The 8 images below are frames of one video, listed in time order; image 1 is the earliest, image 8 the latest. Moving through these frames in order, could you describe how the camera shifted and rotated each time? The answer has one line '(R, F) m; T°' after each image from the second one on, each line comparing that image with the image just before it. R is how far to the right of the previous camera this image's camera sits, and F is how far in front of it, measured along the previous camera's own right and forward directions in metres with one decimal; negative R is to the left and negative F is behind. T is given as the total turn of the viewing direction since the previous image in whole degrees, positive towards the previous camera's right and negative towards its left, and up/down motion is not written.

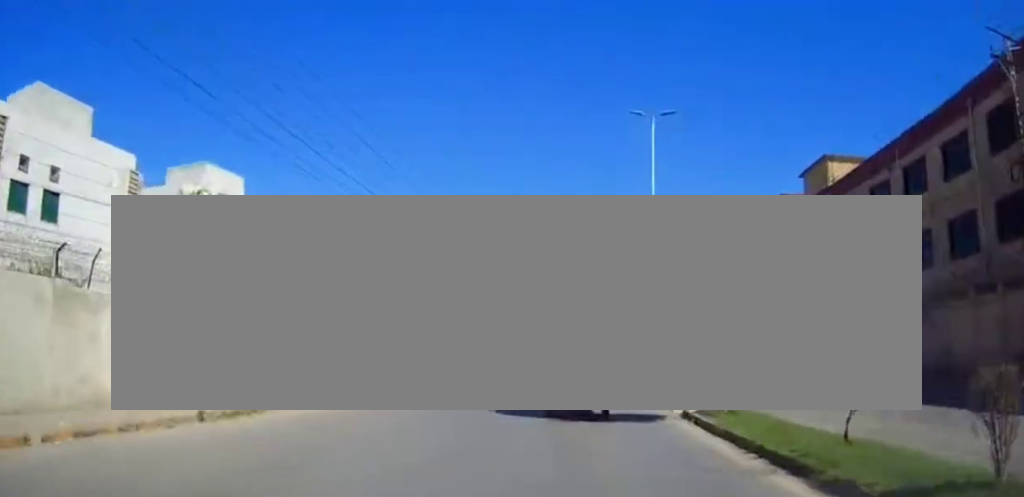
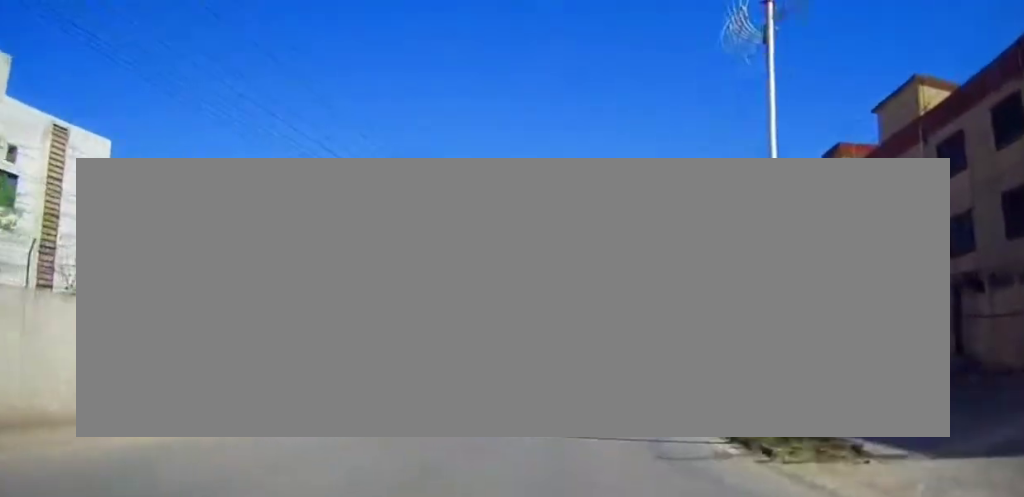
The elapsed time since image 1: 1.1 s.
(-0.1, +15.0) m; 0°
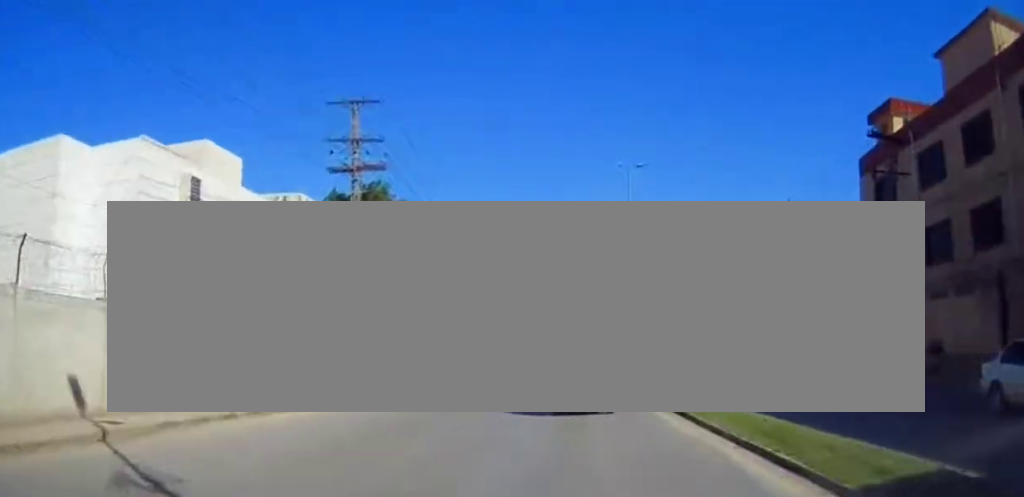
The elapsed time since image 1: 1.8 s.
(0.0, +8.8) m; 0°
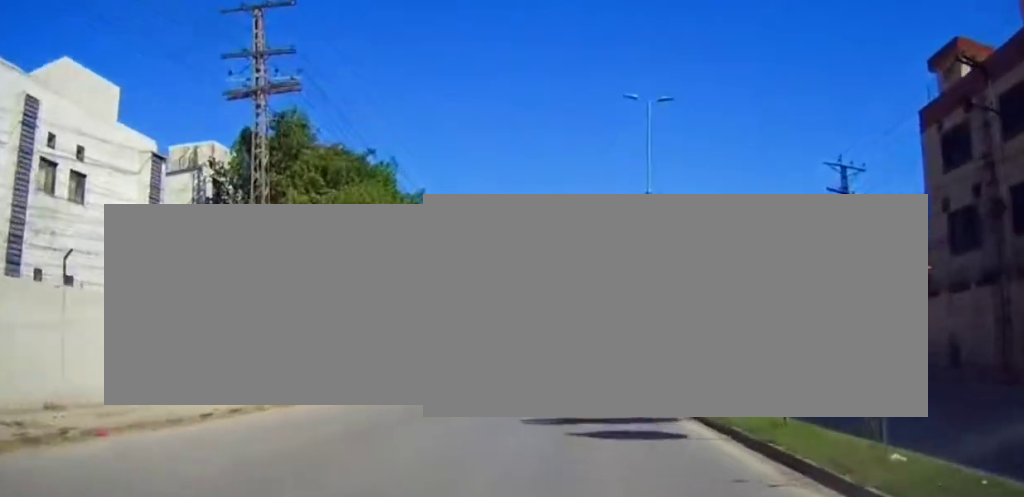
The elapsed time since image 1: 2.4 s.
(+0.1, +8.8) m; 0°
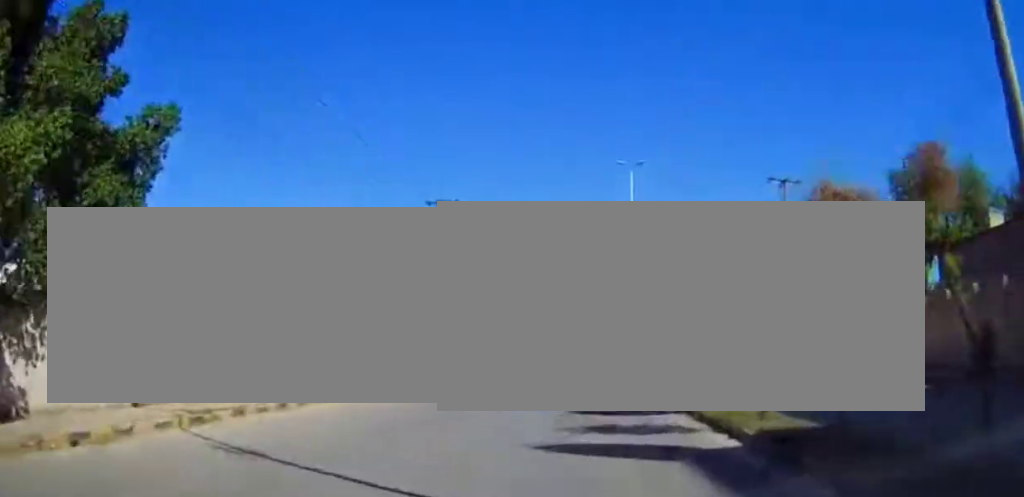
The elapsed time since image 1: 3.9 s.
(-0.2, +20.8) m; -1°
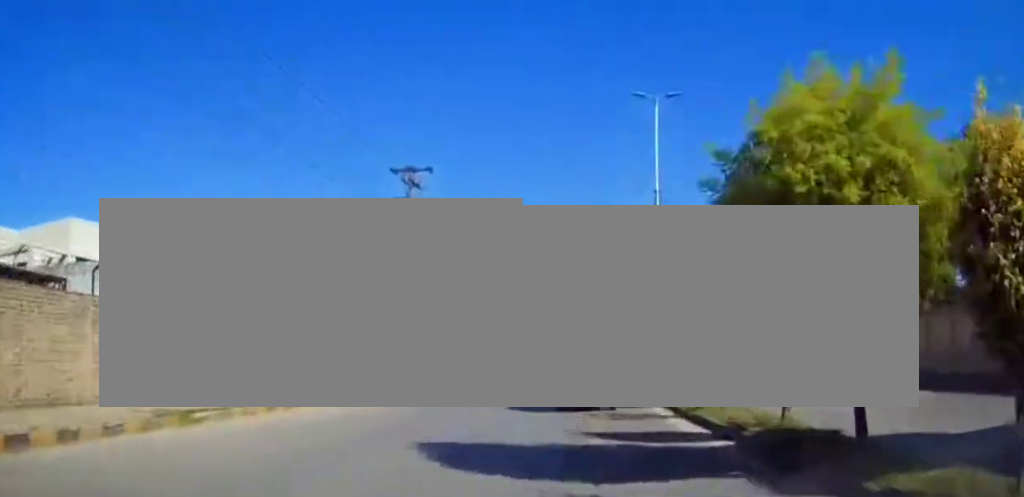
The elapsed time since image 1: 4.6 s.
(0.0, +9.3) m; 0°
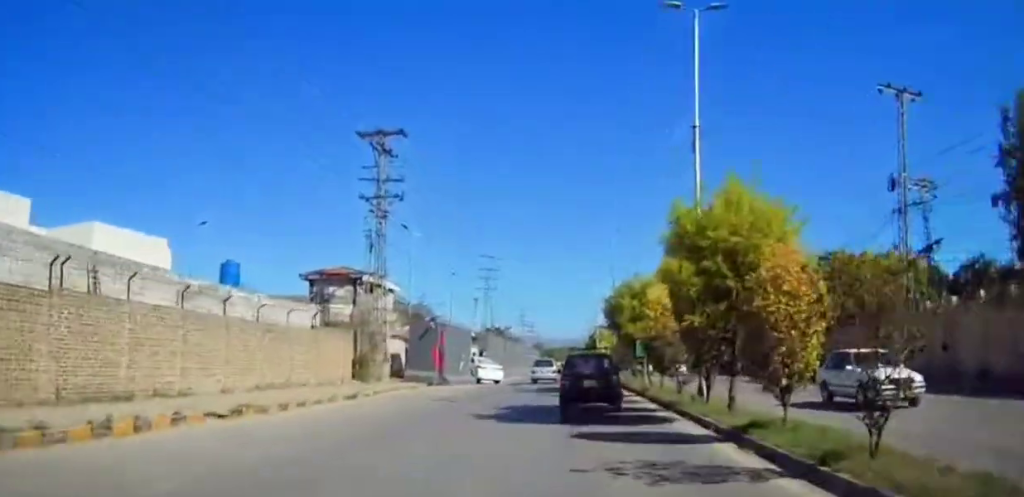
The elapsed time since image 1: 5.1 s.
(+0.1, +7.2) m; 0°
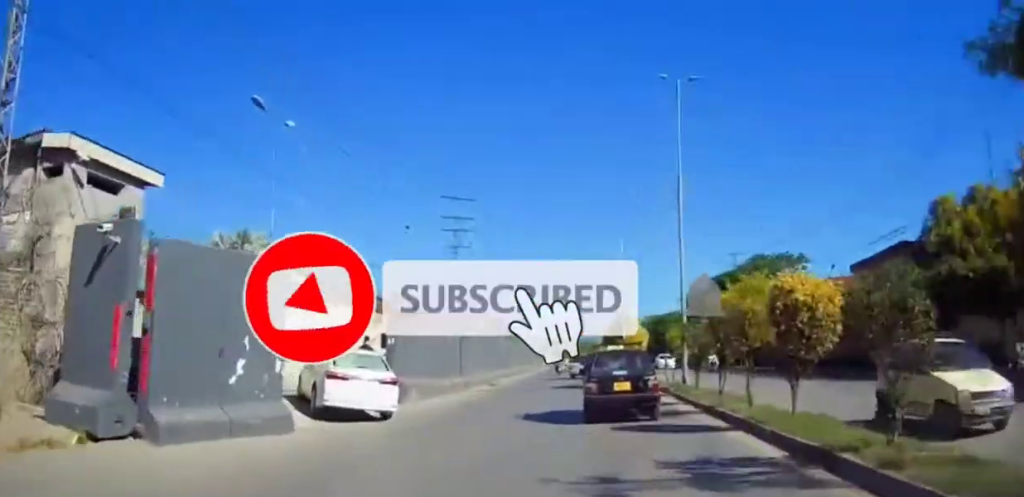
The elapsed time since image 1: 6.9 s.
(0.0, +25.4) m; -1°
